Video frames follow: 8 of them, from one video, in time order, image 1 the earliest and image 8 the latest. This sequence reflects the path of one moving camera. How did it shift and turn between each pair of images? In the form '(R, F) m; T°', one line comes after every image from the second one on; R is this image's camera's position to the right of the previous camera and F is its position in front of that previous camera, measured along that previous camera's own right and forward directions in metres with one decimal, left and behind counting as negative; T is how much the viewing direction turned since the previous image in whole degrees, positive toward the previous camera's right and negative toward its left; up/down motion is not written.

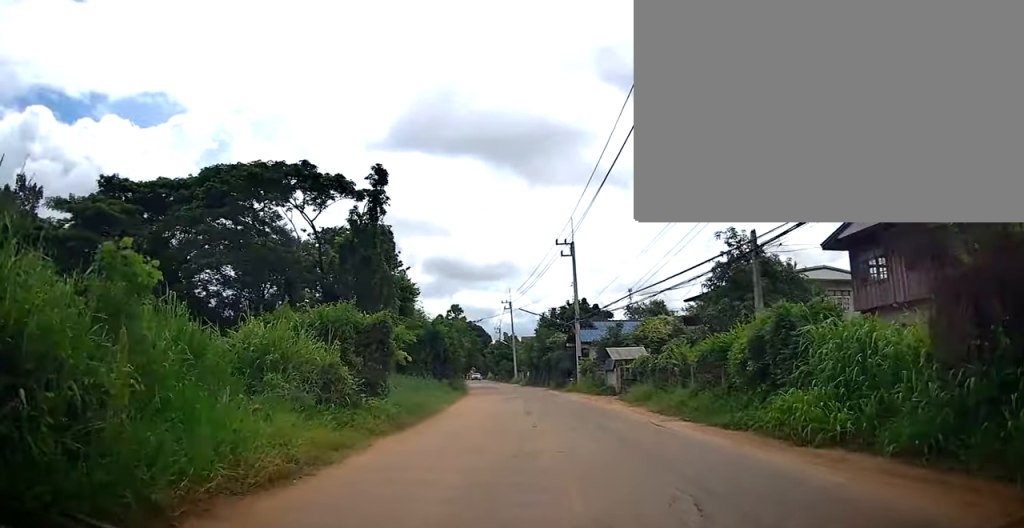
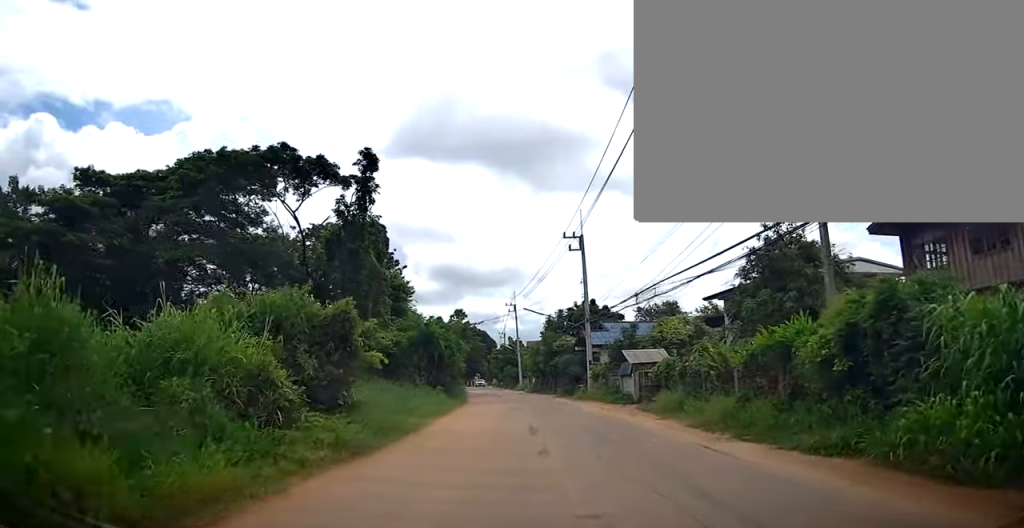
(-0.2, +3.2) m; -1°
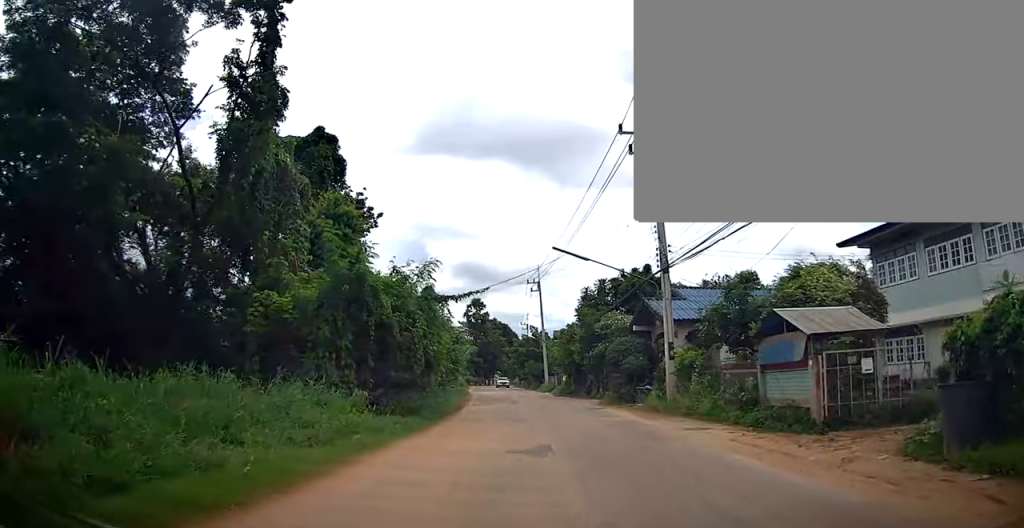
(-0.2, +13.2) m; +1°
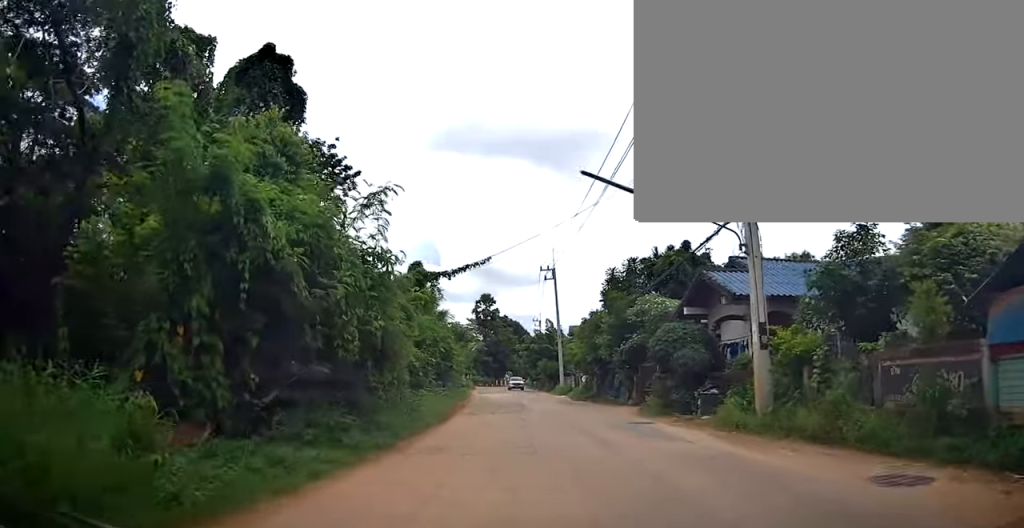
(+0.2, +6.4) m; 0°
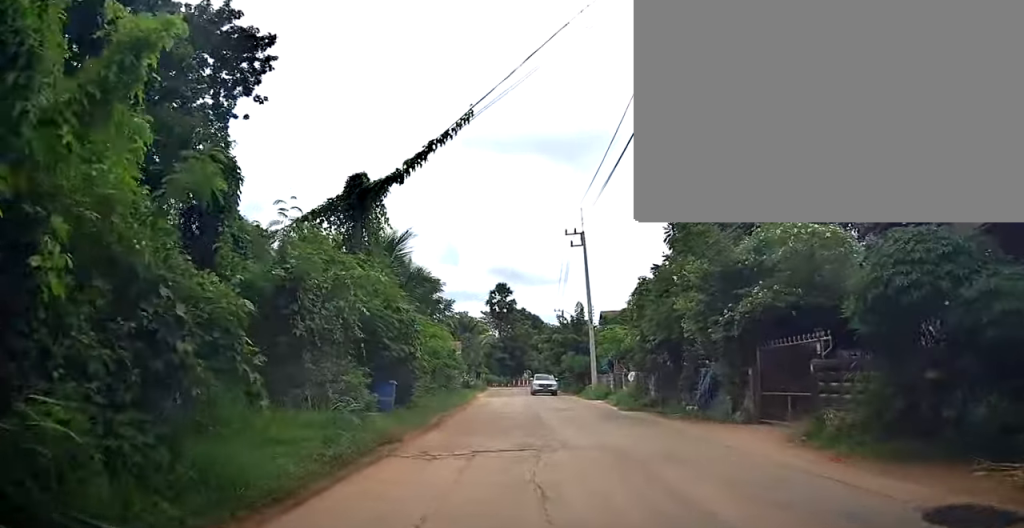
(-0.2, +12.2) m; 0°
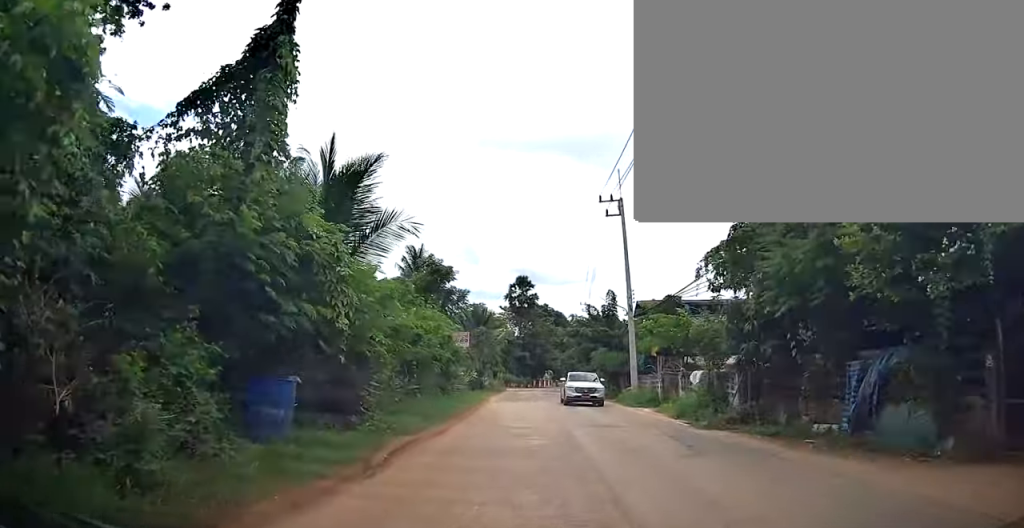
(+0.1, +7.7) m; 0°
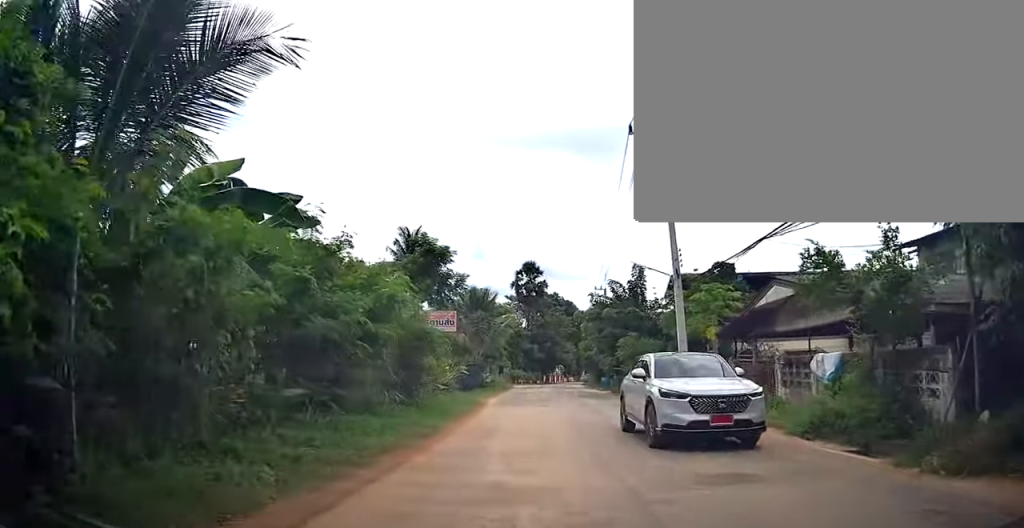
(-0.1, +8.6) m; -1°
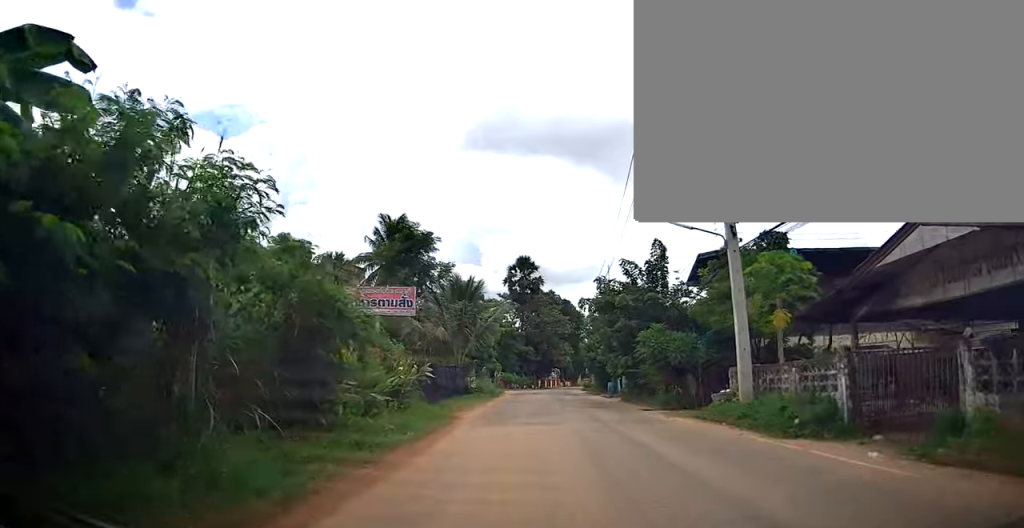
(-0.1, +7.1) m; 0°
